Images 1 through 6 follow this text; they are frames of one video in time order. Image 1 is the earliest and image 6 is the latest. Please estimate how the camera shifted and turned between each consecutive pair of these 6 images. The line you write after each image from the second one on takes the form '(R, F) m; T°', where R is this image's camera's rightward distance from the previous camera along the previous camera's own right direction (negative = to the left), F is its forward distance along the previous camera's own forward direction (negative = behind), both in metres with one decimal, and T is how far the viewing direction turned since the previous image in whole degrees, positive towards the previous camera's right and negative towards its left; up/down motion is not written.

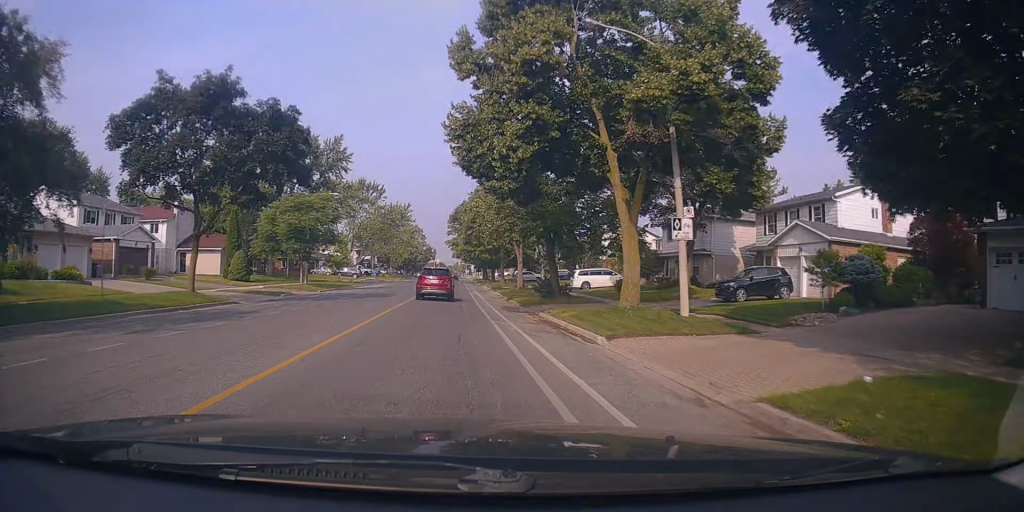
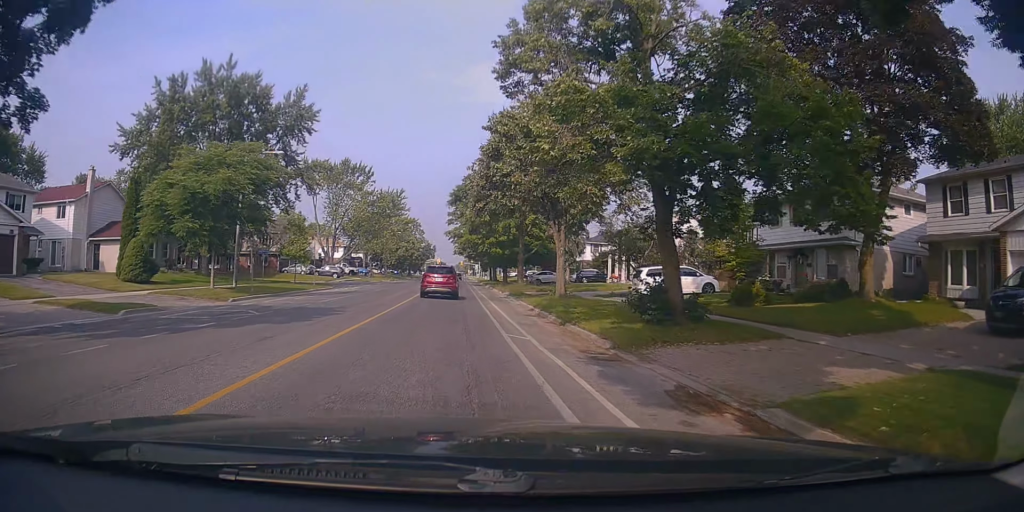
(0.0, +16.9) m; -1°
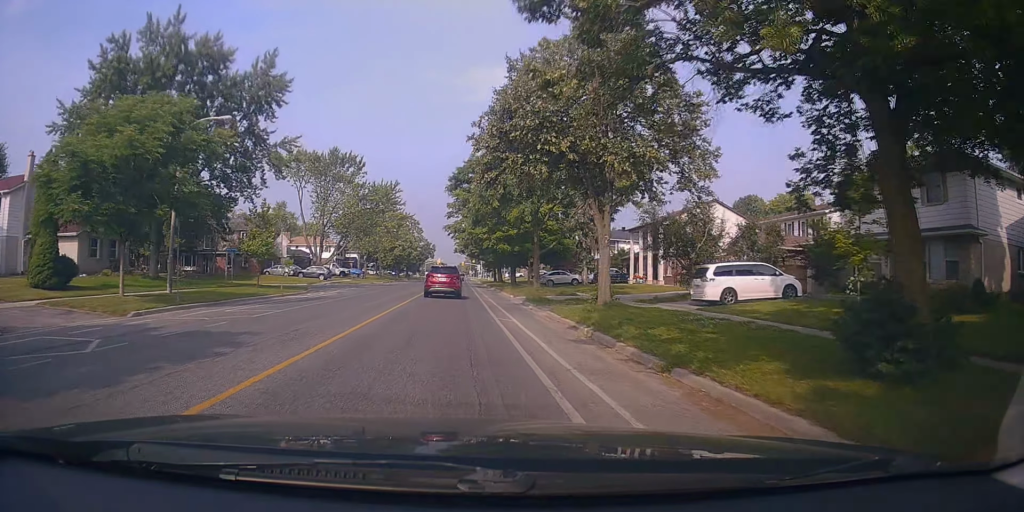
(-0.3, +8.6) m; -1°
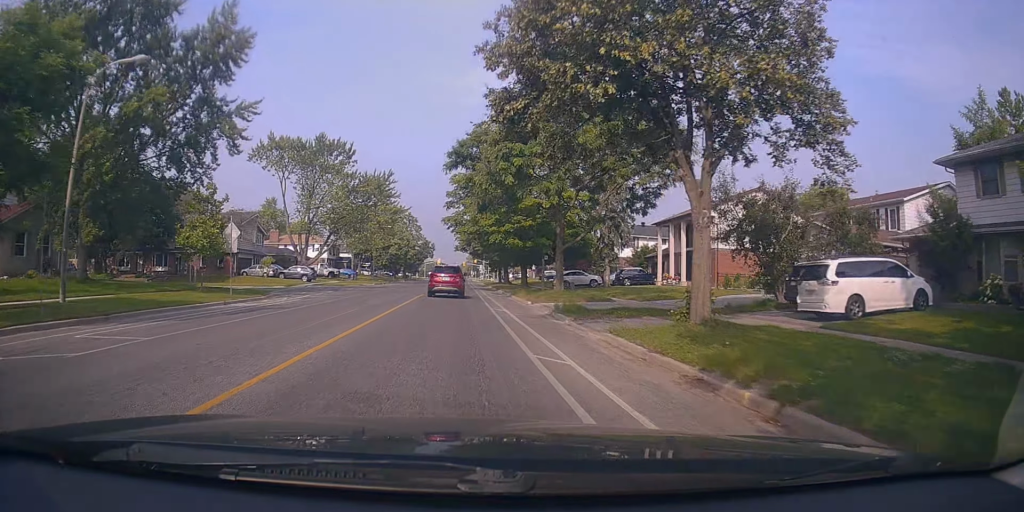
(+0.2, +8.4) m; +2°
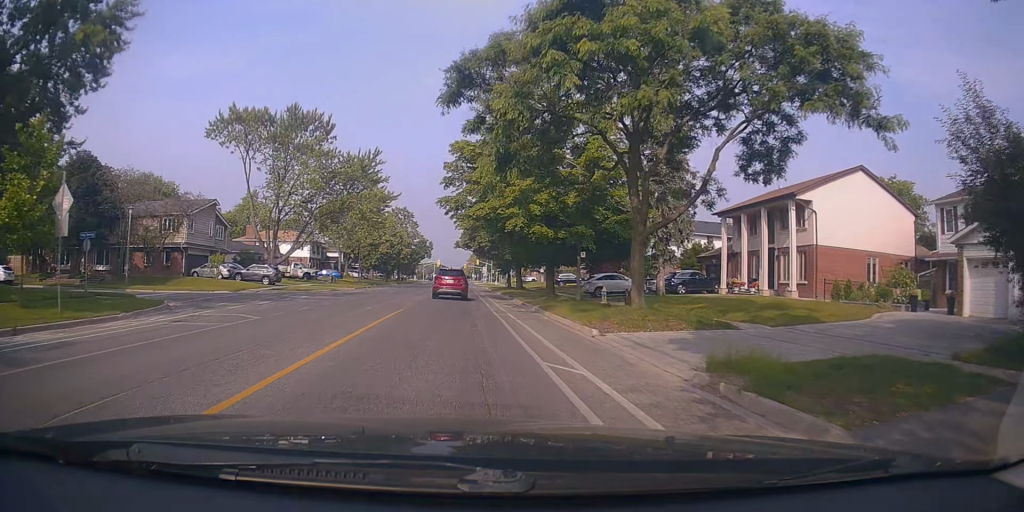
(+0.4, +13.1) m; +2°
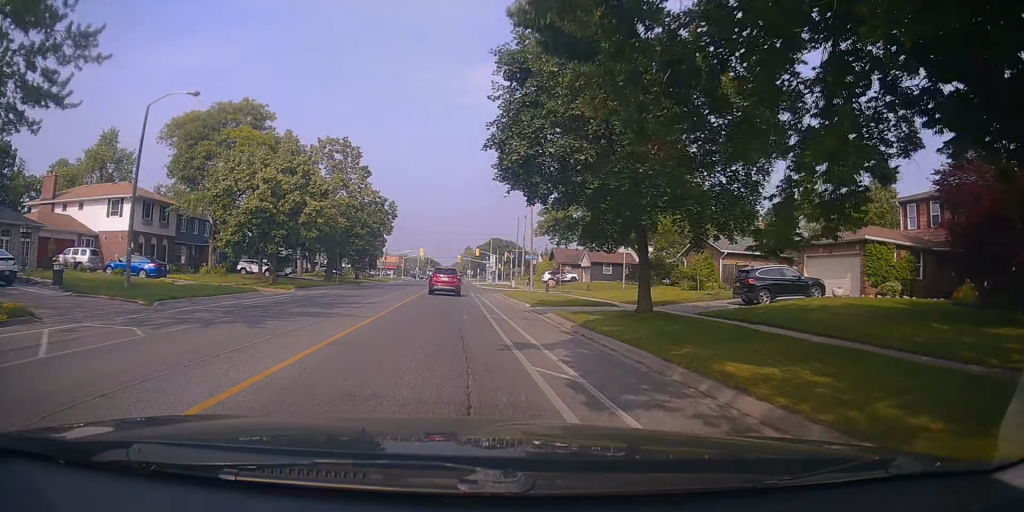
(-1.1, +49.8) m; -1°
